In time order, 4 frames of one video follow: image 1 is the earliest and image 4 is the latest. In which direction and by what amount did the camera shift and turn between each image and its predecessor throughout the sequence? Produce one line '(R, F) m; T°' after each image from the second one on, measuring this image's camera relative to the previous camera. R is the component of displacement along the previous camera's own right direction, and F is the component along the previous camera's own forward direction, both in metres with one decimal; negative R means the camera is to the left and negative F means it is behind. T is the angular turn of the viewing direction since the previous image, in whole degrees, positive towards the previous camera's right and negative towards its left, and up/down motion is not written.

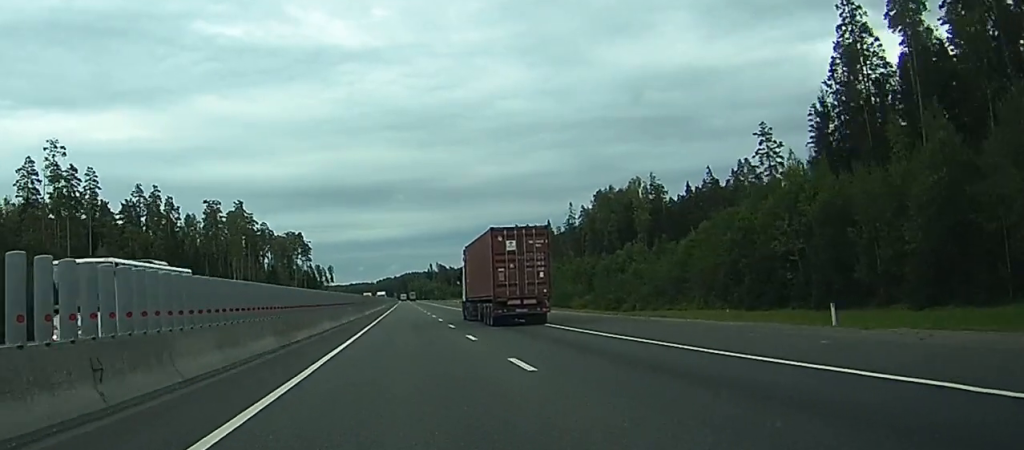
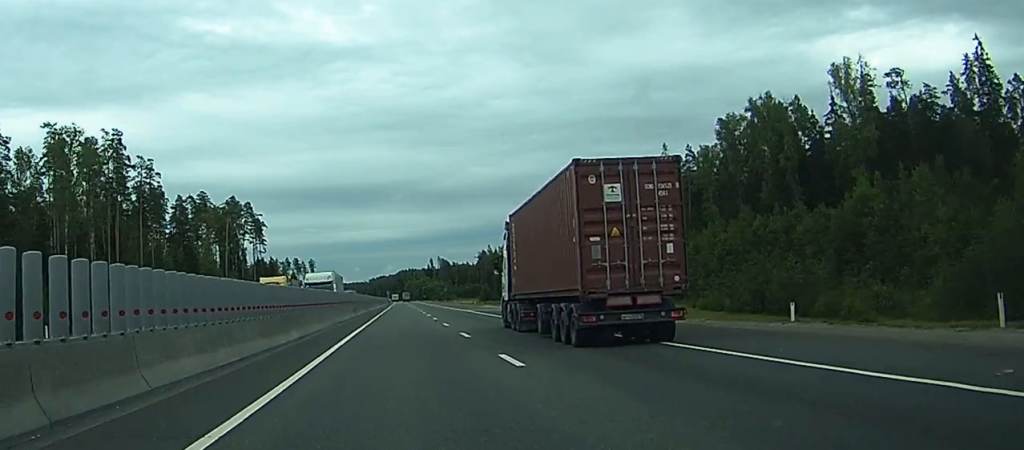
(+0.3, +105.7) m; +1°
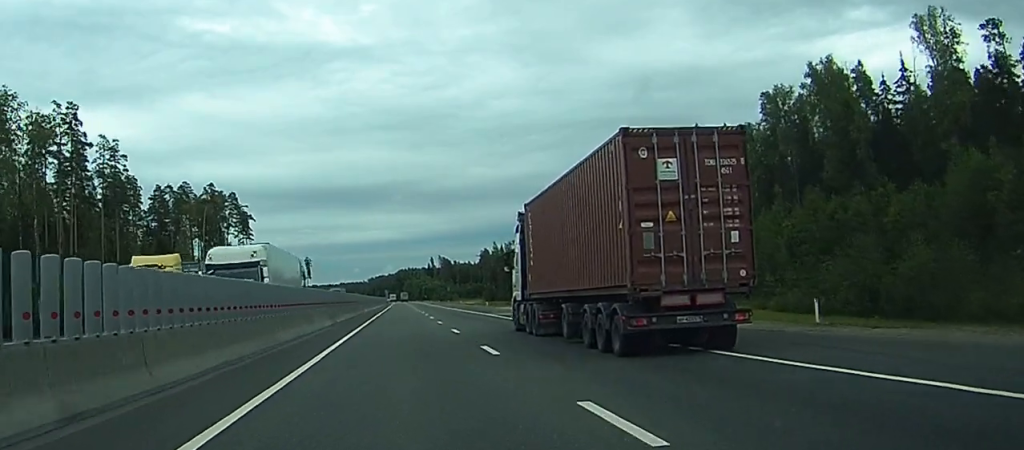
(+0.1, +20.4) m; 0°
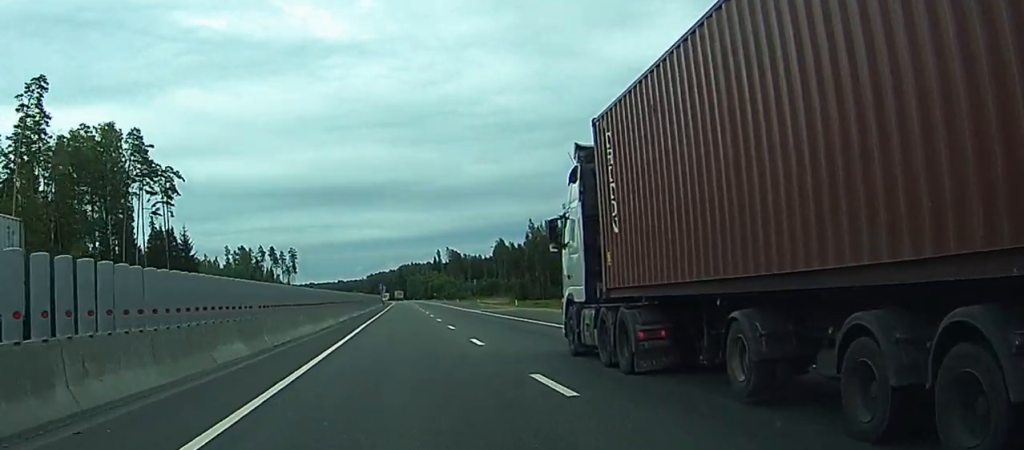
(-0.4, +79.2) m; 0°
